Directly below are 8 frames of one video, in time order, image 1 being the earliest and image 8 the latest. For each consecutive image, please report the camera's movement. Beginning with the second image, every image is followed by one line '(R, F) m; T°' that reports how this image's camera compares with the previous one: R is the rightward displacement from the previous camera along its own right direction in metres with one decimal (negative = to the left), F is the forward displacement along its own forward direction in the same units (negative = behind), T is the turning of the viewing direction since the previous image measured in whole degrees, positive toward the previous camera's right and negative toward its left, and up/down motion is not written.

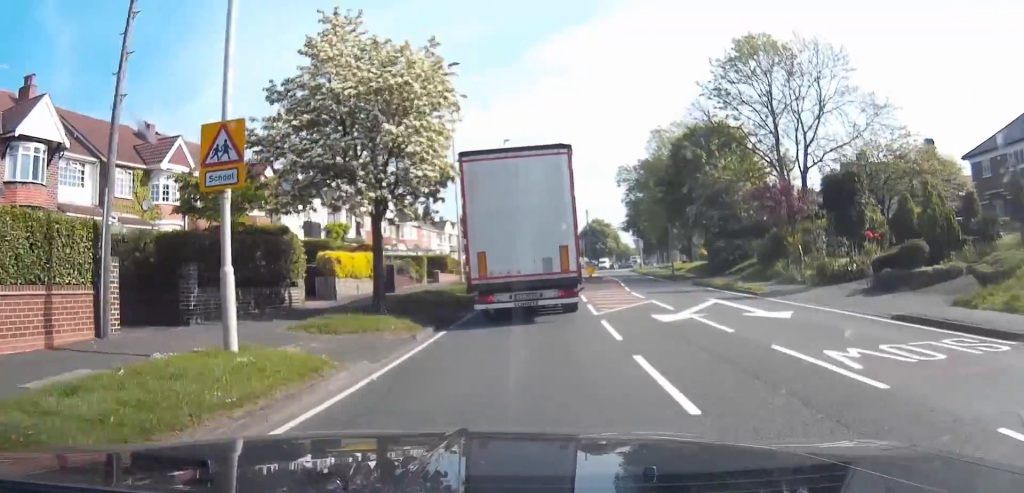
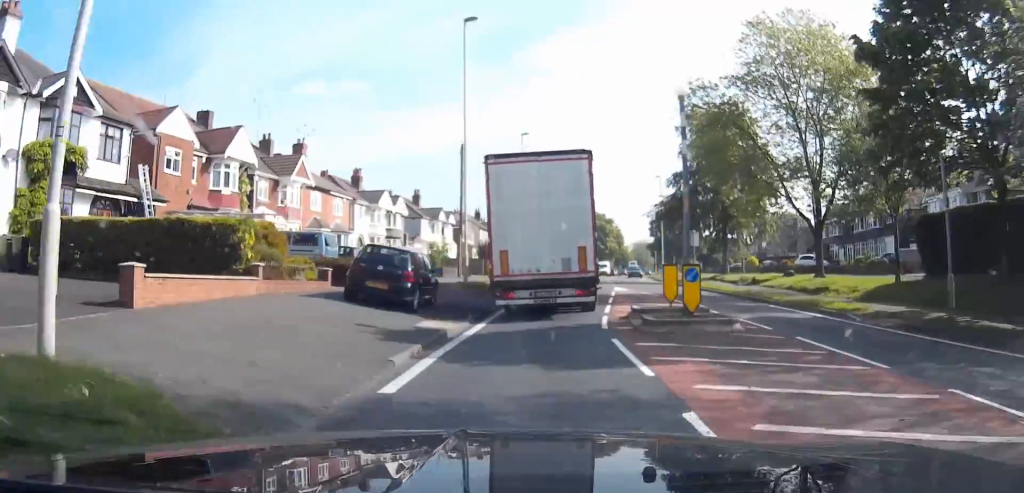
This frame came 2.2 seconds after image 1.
(+1.2, +34.3) m; +3°
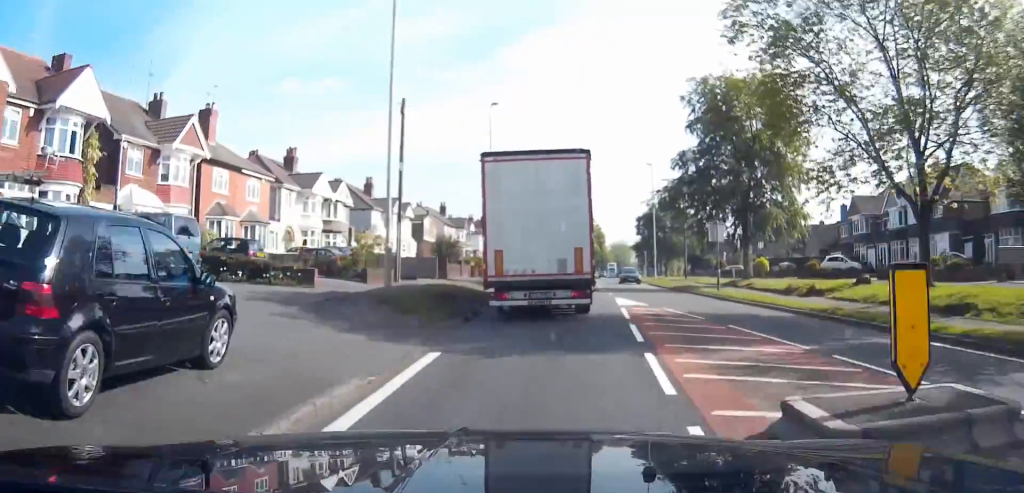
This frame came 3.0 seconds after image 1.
(+0.1, +12.2) m; +1°
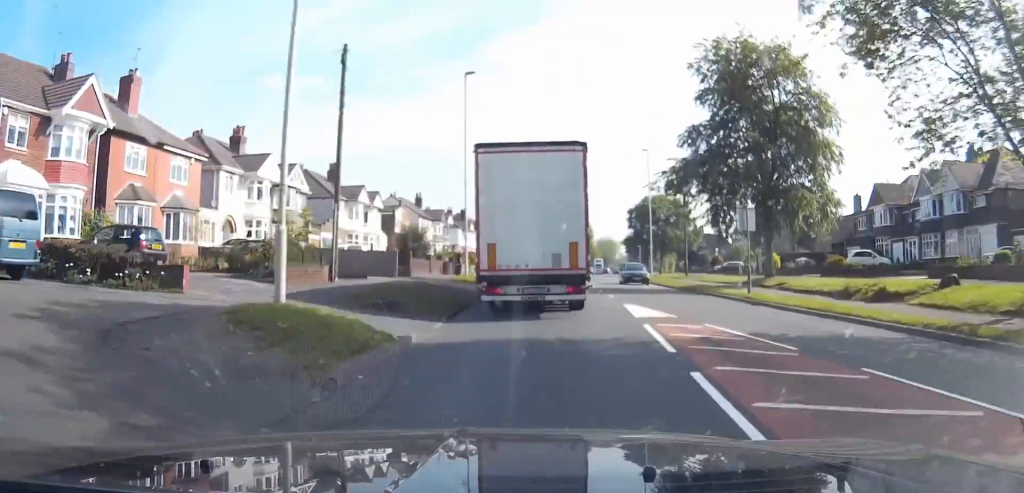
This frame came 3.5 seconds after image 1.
(+0.1, +7.9) m; 0°
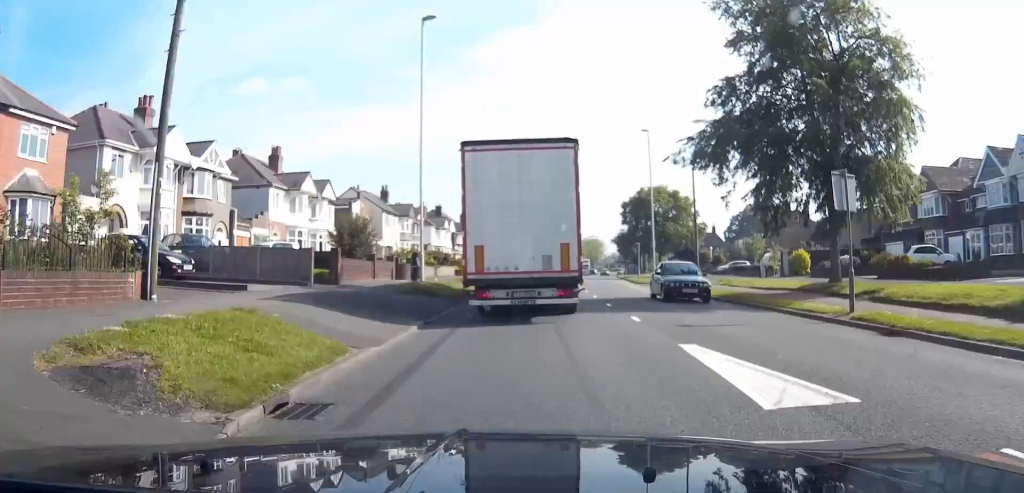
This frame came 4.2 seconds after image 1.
(0.0, +11.2) m; 0°
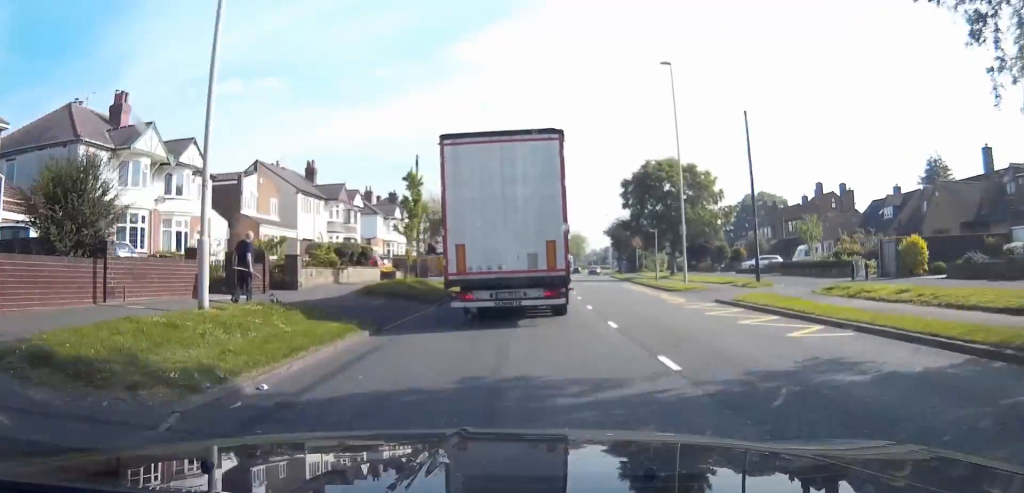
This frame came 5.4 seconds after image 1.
(+0.2, +20.1) m; +1°
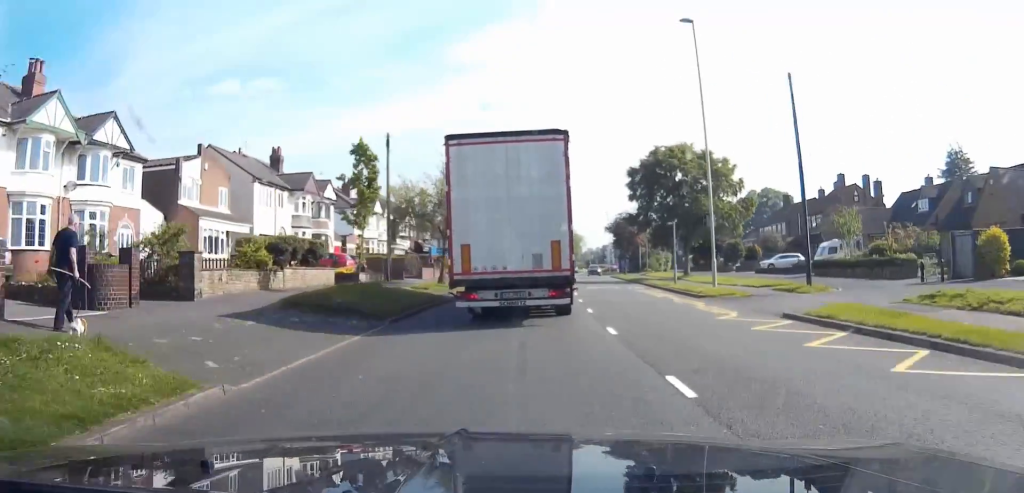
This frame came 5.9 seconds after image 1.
(+0.1, +8.2) m; 0°
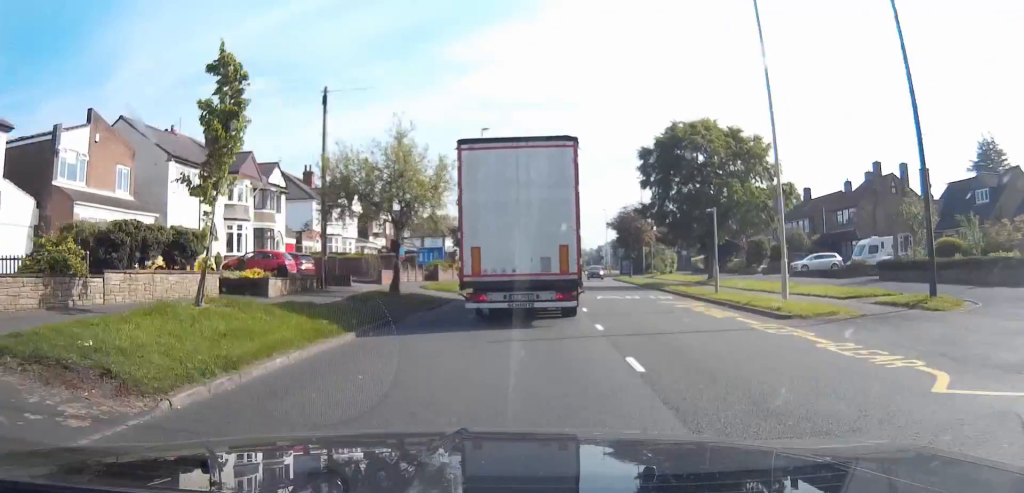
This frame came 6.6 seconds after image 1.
(0.0, +10.4) m; +1°
